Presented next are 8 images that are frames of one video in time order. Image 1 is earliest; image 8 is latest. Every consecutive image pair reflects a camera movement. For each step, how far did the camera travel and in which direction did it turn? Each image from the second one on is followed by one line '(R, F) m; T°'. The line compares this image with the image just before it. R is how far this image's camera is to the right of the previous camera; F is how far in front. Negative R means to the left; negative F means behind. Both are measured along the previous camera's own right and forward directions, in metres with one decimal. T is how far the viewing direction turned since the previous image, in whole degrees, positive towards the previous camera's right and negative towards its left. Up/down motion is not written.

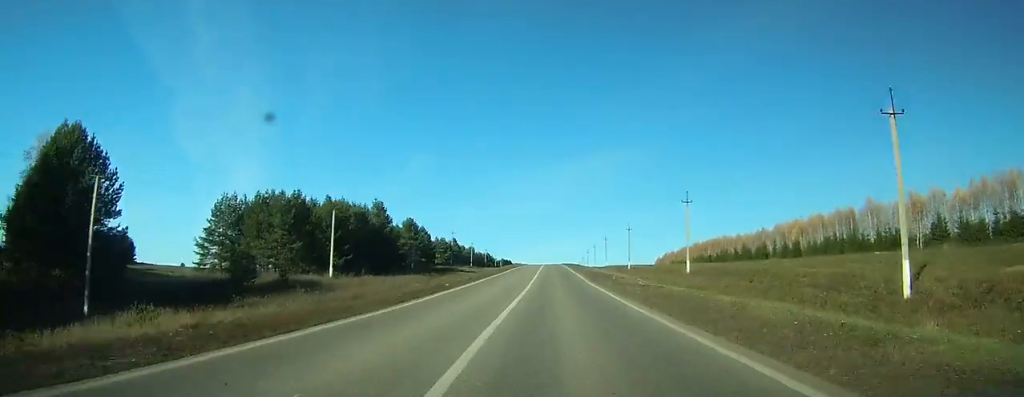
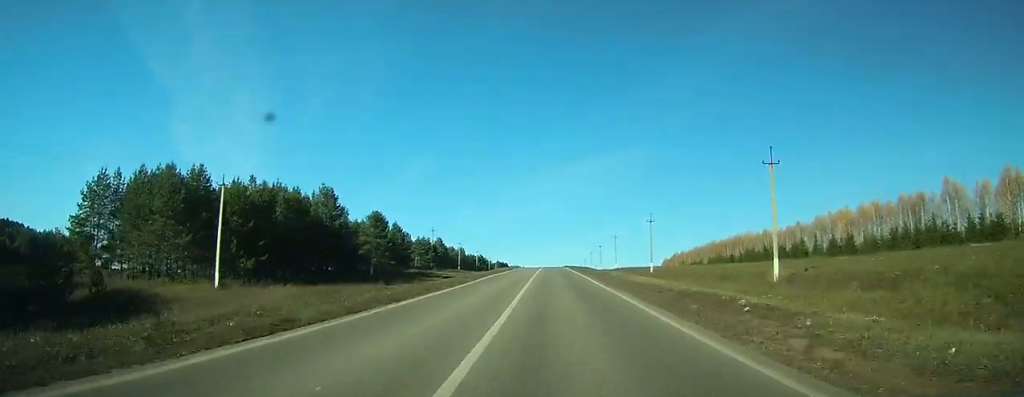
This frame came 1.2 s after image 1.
(0.0, +26.0) m; 0°
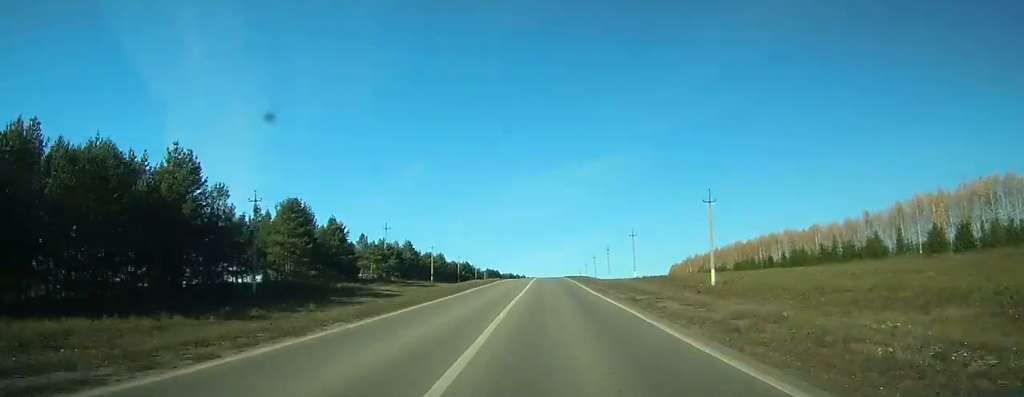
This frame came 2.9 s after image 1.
(+0.3, +36.3) m; 0°
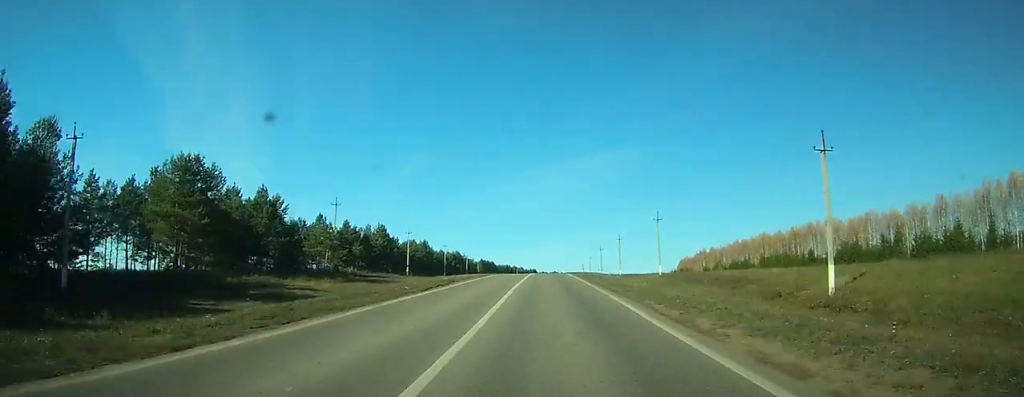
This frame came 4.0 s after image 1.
(+0.1, +24.5) m; 0°
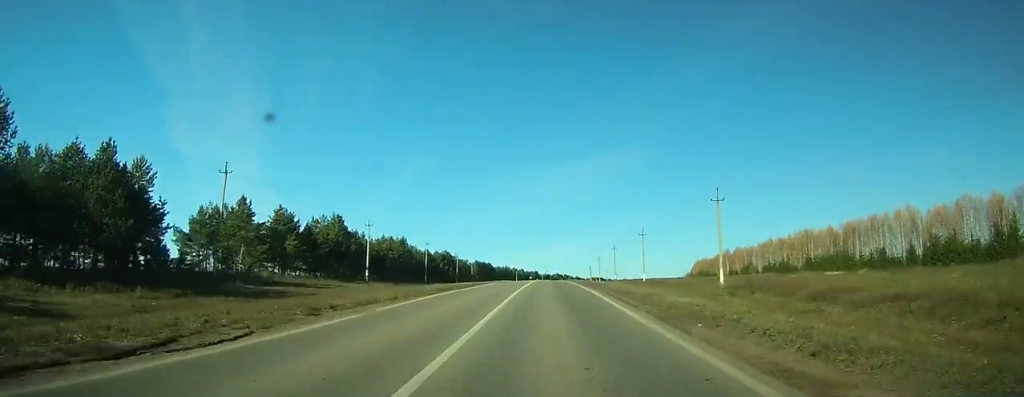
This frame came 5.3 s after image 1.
(0.0, +28.7) m; 0°
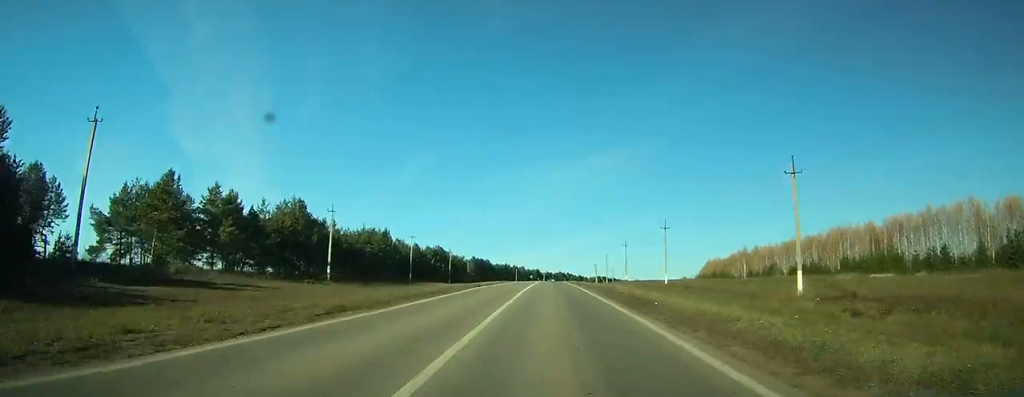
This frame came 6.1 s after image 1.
(0.0, +17.0) m; 0°
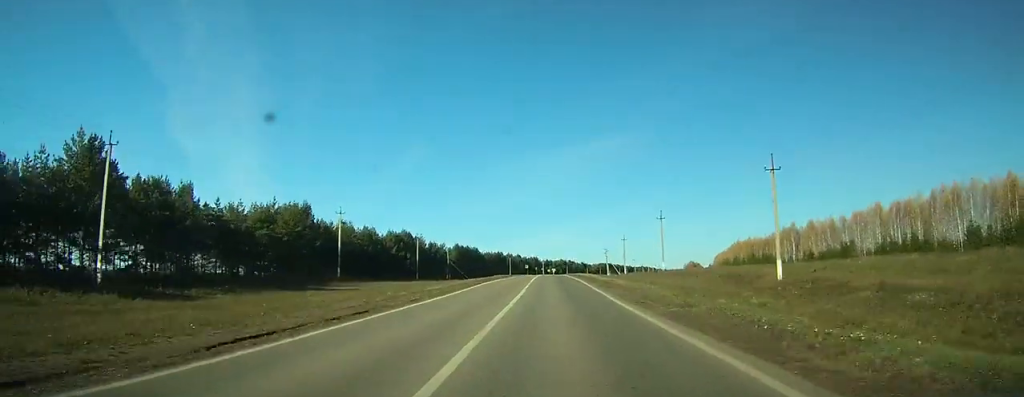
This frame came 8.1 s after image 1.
(0.0, +40.6) m; 0°
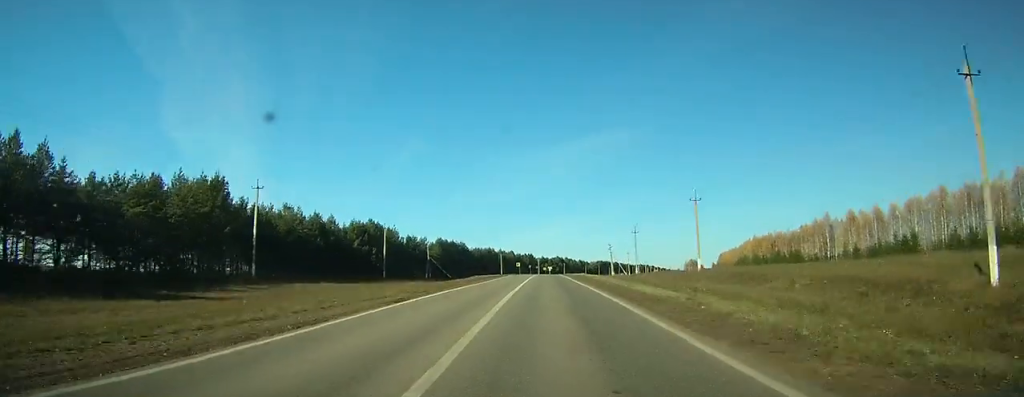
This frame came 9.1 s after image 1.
(0.0, +22.0) m; 0°
